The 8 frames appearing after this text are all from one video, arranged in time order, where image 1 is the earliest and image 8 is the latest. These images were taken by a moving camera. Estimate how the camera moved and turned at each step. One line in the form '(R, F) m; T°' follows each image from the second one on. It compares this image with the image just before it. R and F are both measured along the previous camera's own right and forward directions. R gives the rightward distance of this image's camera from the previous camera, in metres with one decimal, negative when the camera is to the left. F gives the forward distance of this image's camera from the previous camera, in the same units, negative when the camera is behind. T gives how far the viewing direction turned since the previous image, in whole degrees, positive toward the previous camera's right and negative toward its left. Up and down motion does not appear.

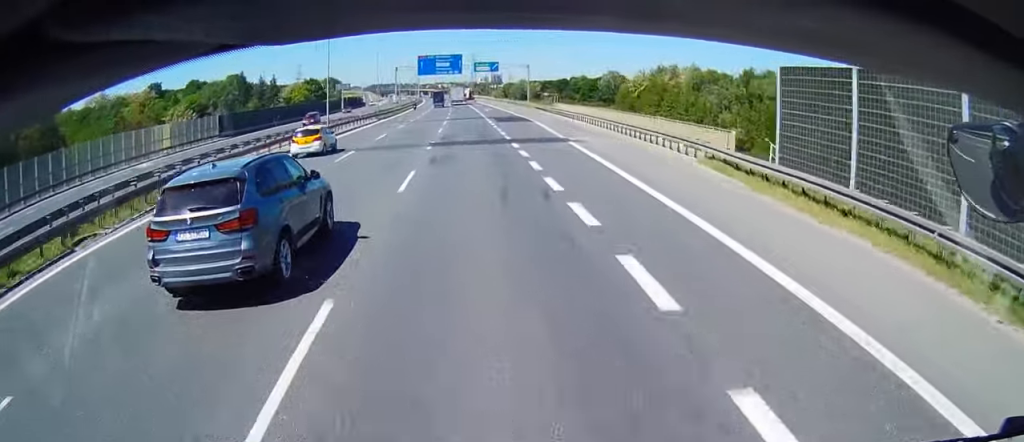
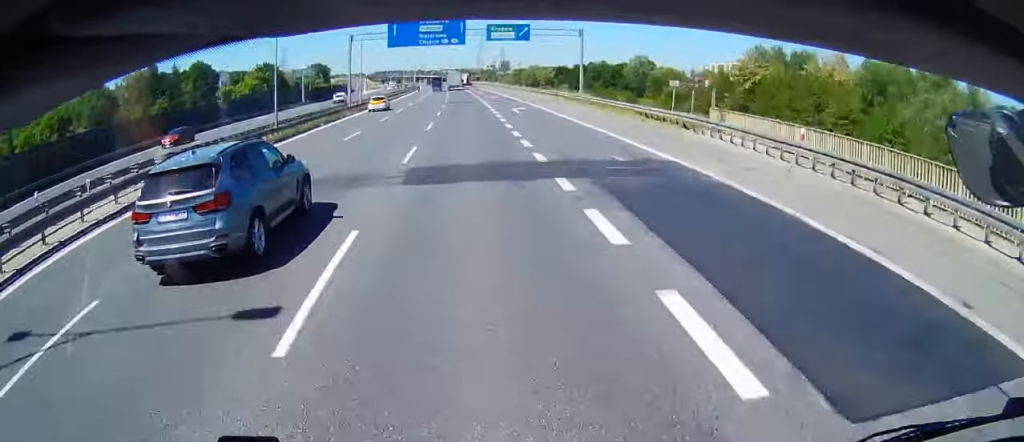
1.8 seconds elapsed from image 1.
(0.0, +44.3) m; 0°
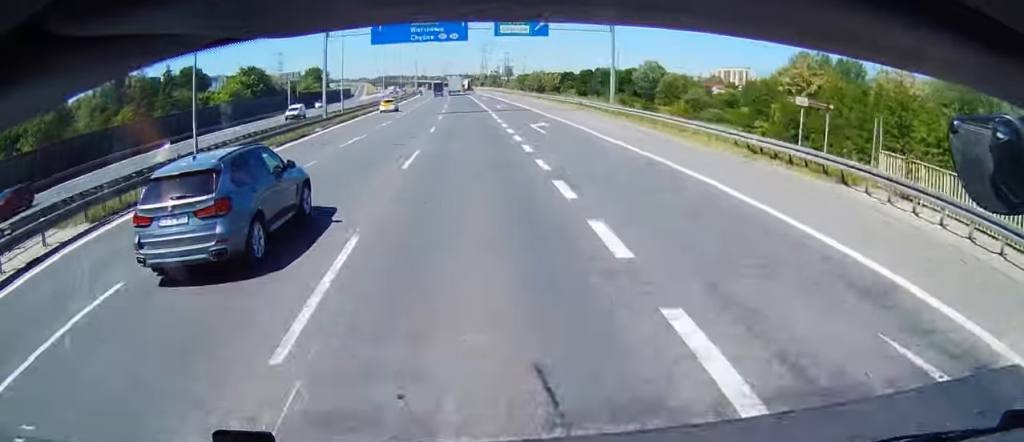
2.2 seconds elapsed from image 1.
(0.0, +11.7) m; 0°
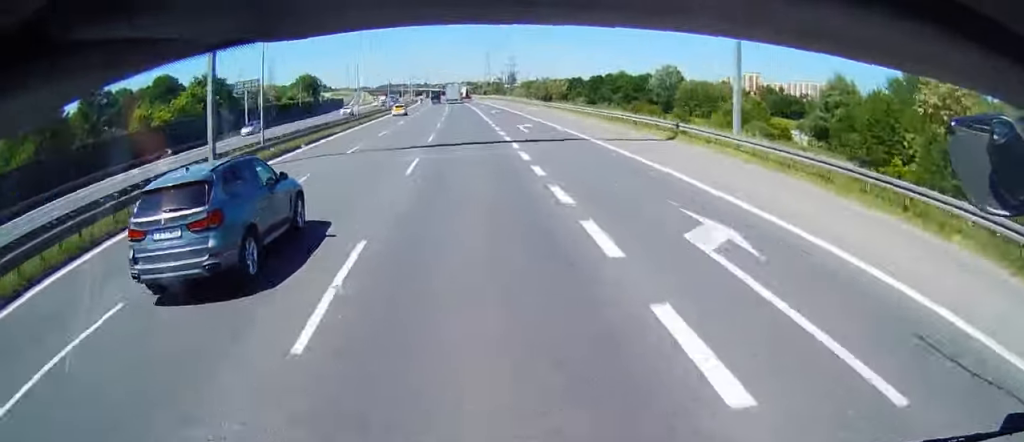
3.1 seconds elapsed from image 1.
(0.0, +22.6) m; 0°
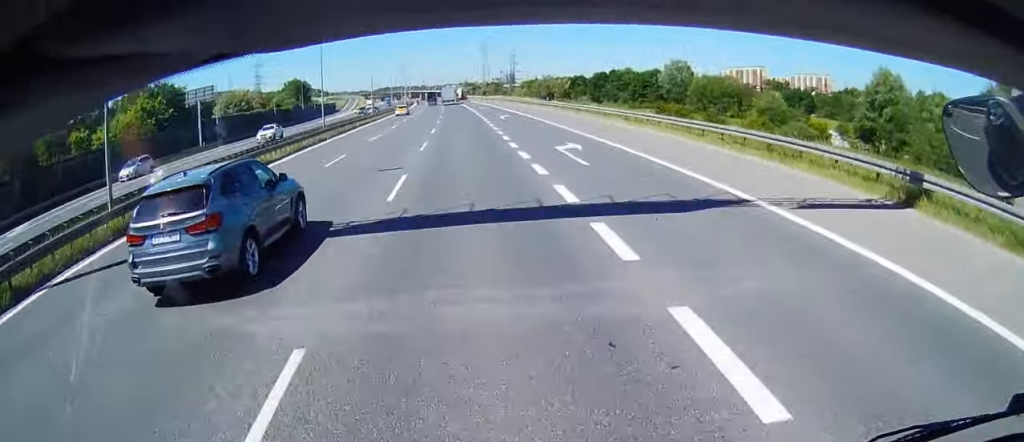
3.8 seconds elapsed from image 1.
(0.0, +15.9) m; 0°
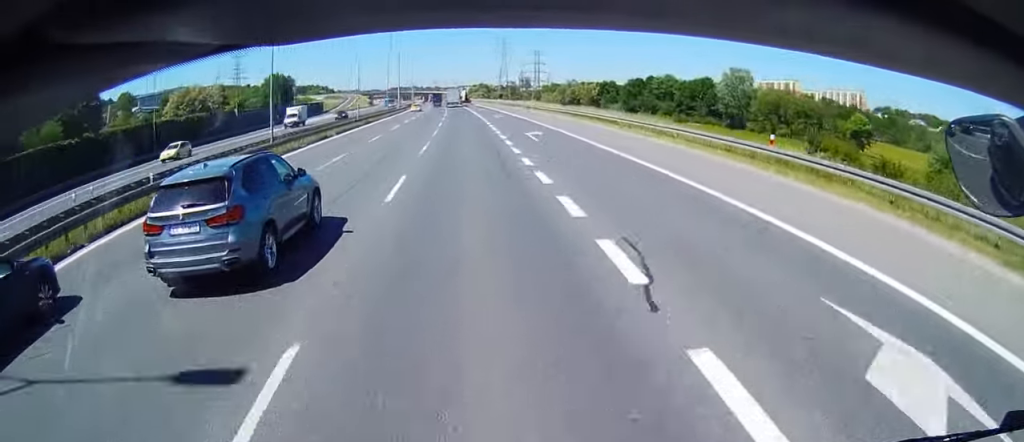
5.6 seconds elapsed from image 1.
(0.0, +47.0) m; 0°
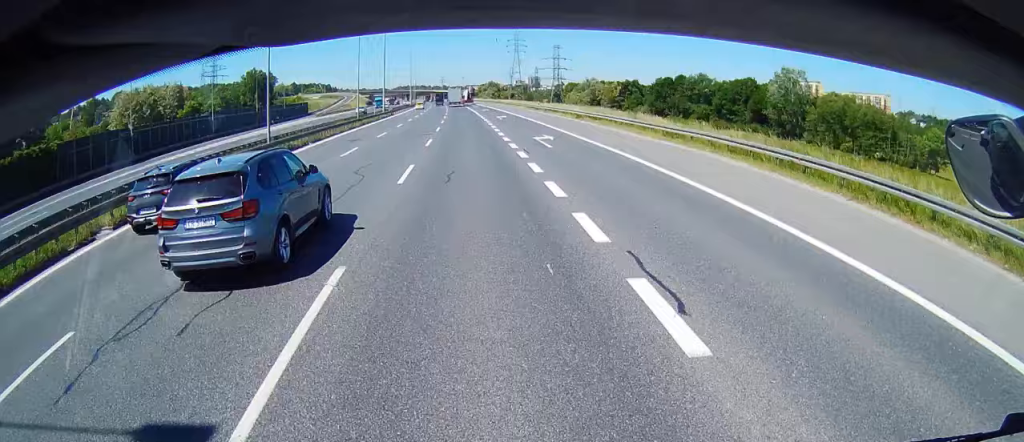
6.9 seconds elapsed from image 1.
(0.0, +32.7) m; 0°
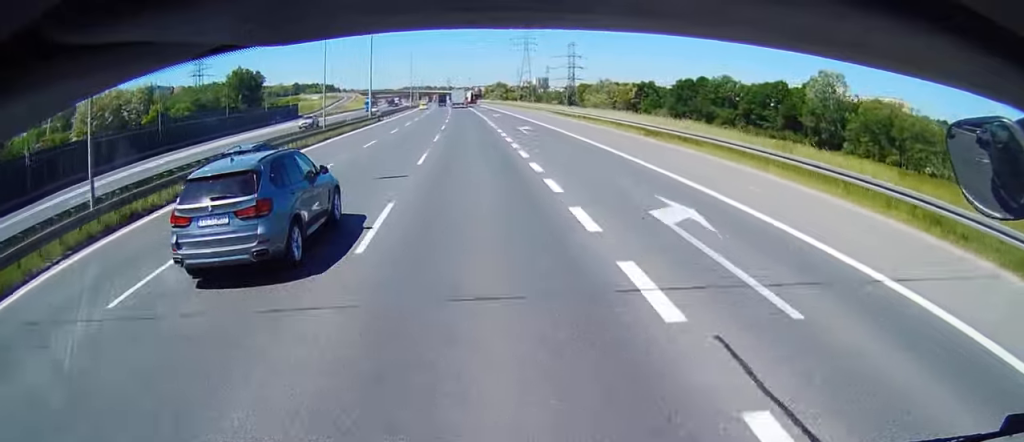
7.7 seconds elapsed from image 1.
(0.0, +18.4) m; 0°
